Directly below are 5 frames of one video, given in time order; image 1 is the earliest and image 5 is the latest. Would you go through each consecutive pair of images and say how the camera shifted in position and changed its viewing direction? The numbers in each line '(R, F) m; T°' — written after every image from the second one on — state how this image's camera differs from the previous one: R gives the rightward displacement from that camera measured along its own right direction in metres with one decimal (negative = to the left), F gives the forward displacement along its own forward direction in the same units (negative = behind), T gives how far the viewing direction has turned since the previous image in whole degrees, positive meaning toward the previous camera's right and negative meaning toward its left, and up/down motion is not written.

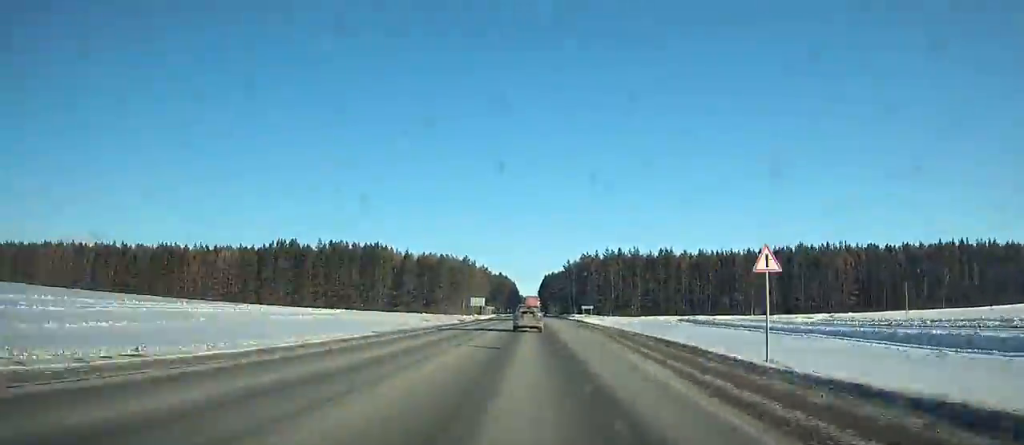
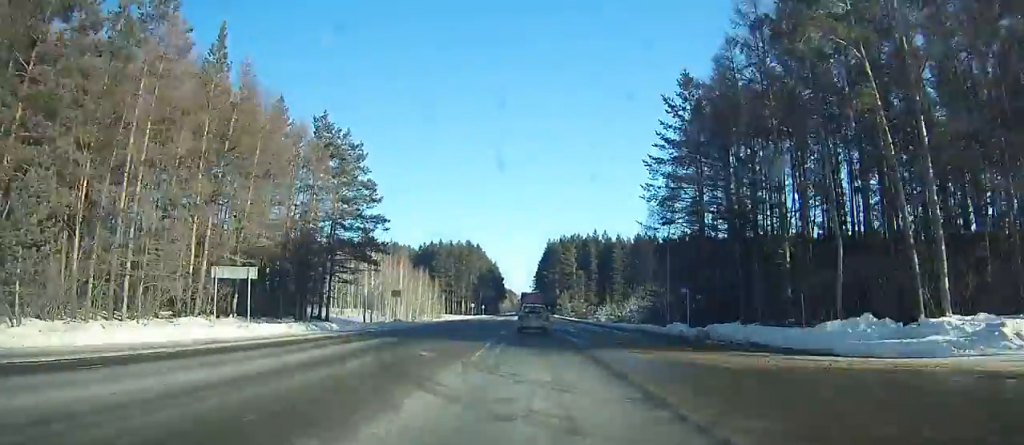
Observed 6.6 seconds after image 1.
(-0.1, +158.8) m; 0°
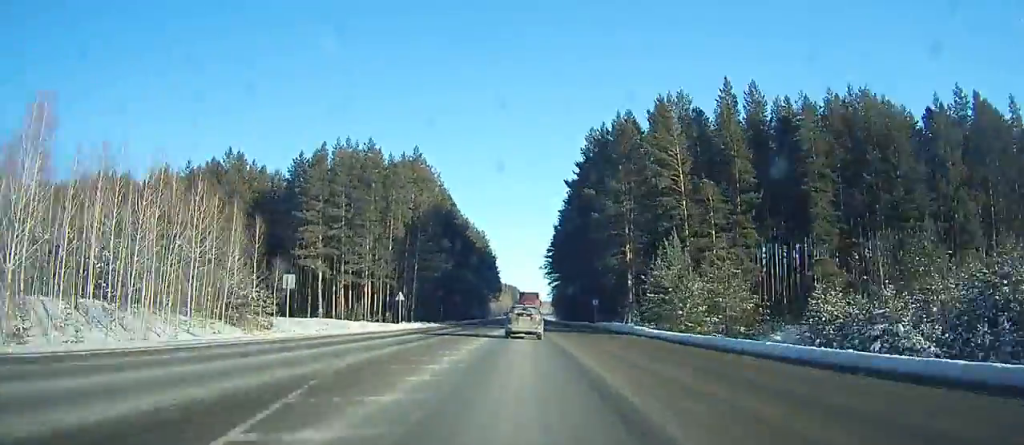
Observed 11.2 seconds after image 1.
(+0.3, +106.2) m; 0°
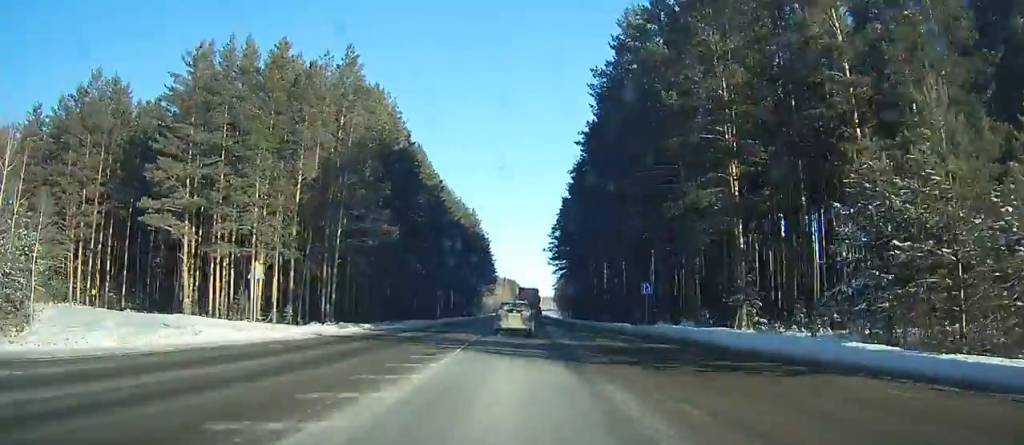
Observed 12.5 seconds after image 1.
(0.0, +29.5) m; 0°
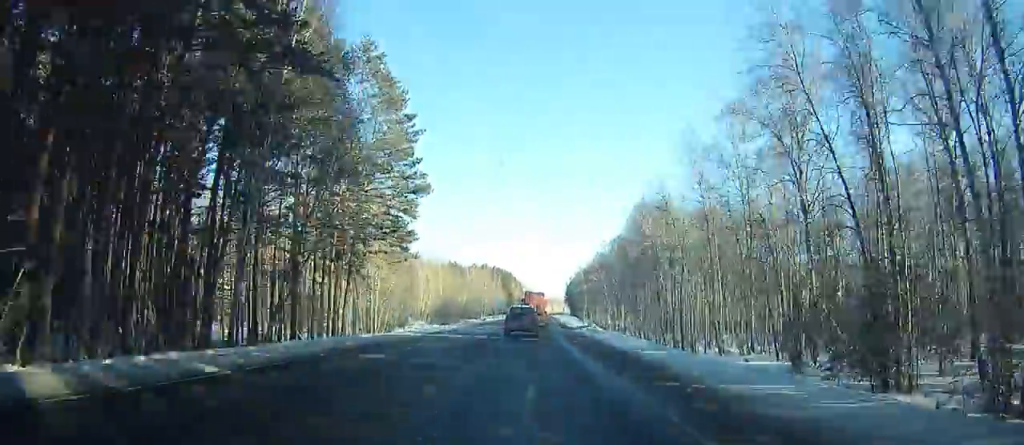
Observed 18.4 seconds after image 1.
(+2.5, +131.4) m; -1°
